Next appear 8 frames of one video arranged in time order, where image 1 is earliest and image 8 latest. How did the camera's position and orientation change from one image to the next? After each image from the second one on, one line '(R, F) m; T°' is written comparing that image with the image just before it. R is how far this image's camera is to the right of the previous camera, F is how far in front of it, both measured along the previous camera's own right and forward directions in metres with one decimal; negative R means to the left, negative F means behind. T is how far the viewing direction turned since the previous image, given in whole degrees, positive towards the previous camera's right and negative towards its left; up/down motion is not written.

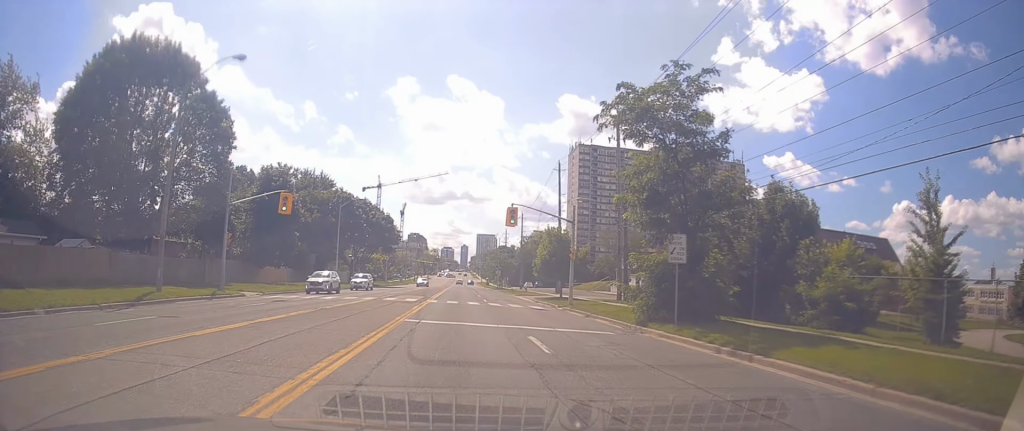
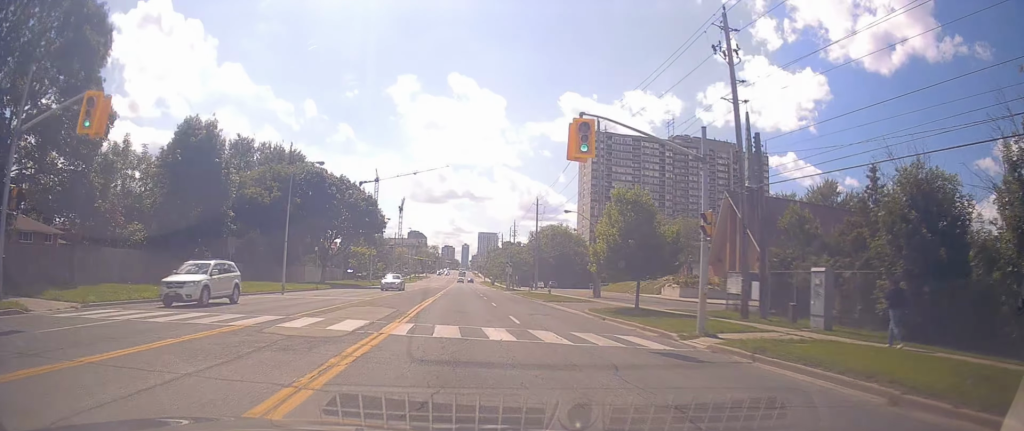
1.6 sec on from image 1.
(-0.6, +19.3) m; -2°
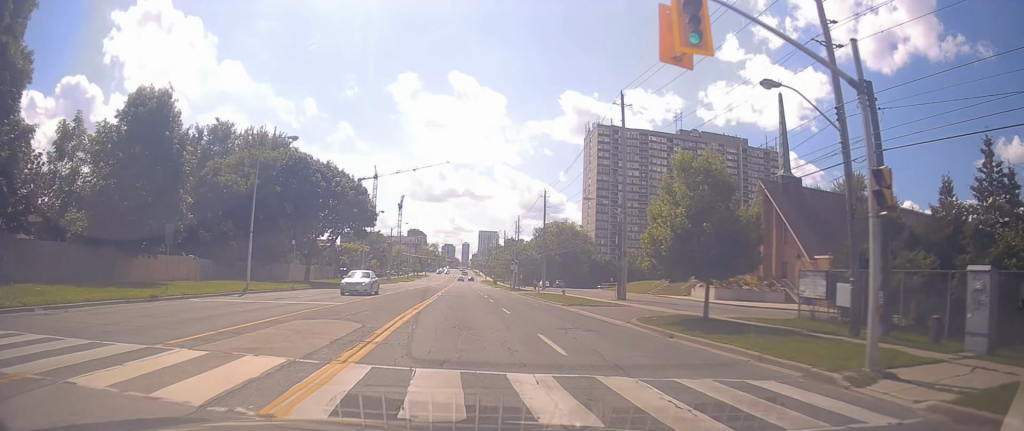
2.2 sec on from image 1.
(+0.2, +7.4) m; 0°
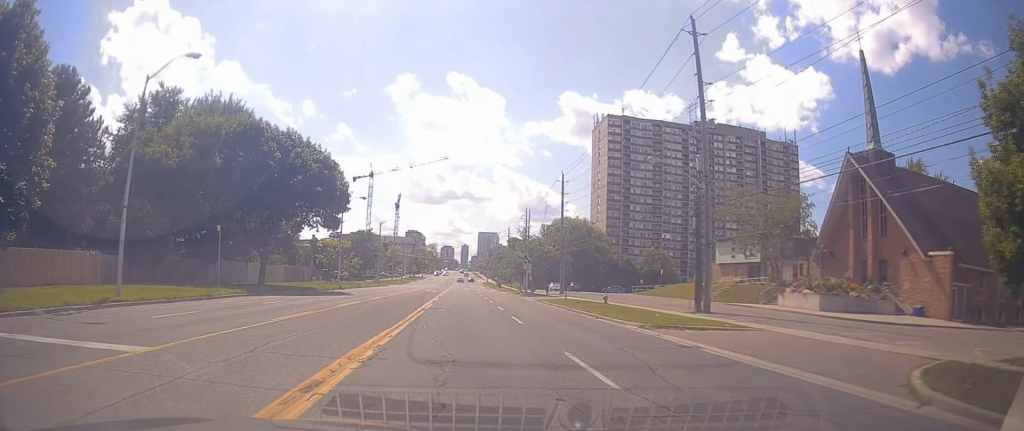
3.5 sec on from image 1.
(-0.3, +13.9) m; +1°
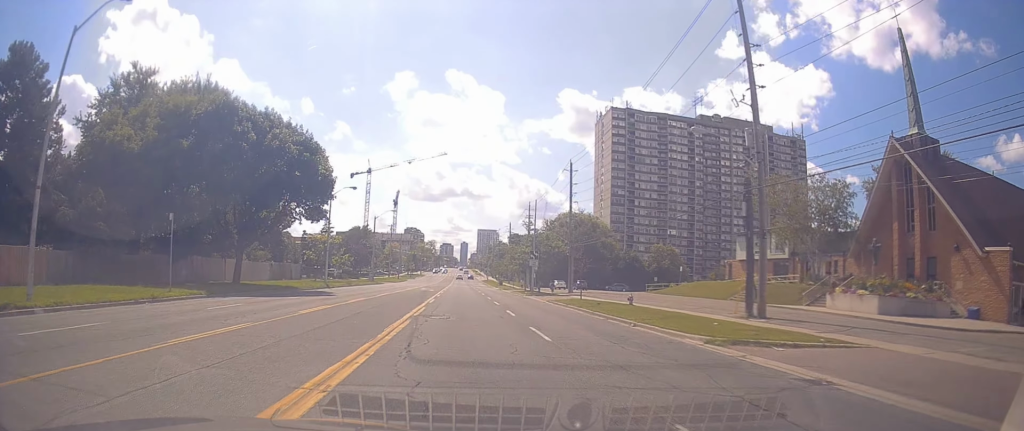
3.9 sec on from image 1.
(+0.2, +4.9) m; +1°
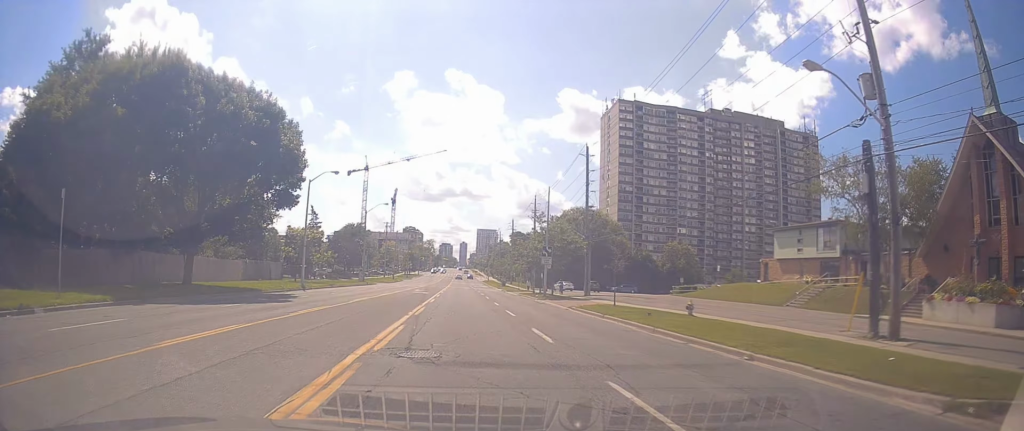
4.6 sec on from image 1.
(+0.2, +7.3) m; +1°
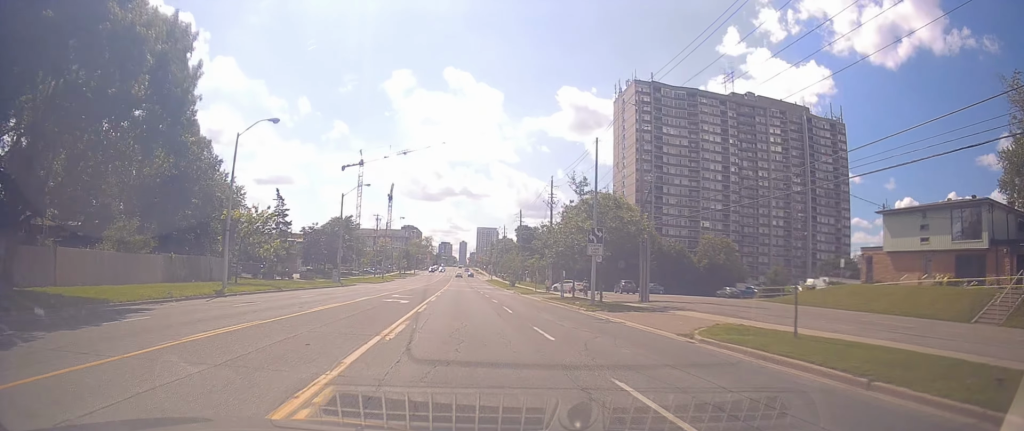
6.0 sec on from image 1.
(-0.2, +14.7) m; -1°
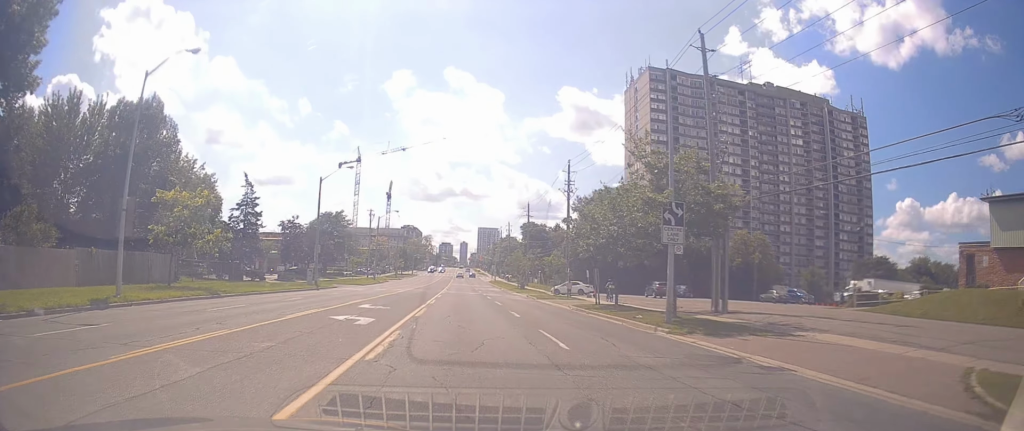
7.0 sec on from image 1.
(-0.1, +11.6) m; 0°
